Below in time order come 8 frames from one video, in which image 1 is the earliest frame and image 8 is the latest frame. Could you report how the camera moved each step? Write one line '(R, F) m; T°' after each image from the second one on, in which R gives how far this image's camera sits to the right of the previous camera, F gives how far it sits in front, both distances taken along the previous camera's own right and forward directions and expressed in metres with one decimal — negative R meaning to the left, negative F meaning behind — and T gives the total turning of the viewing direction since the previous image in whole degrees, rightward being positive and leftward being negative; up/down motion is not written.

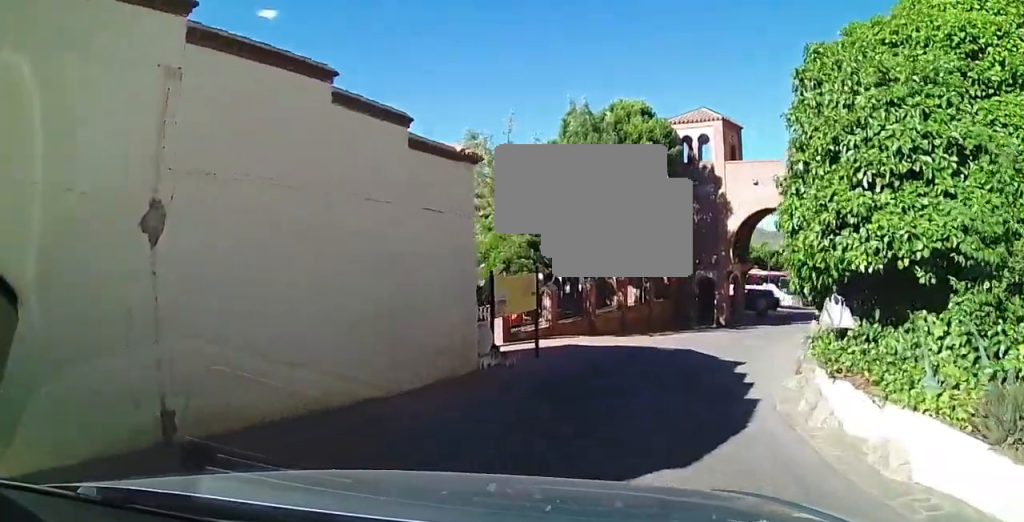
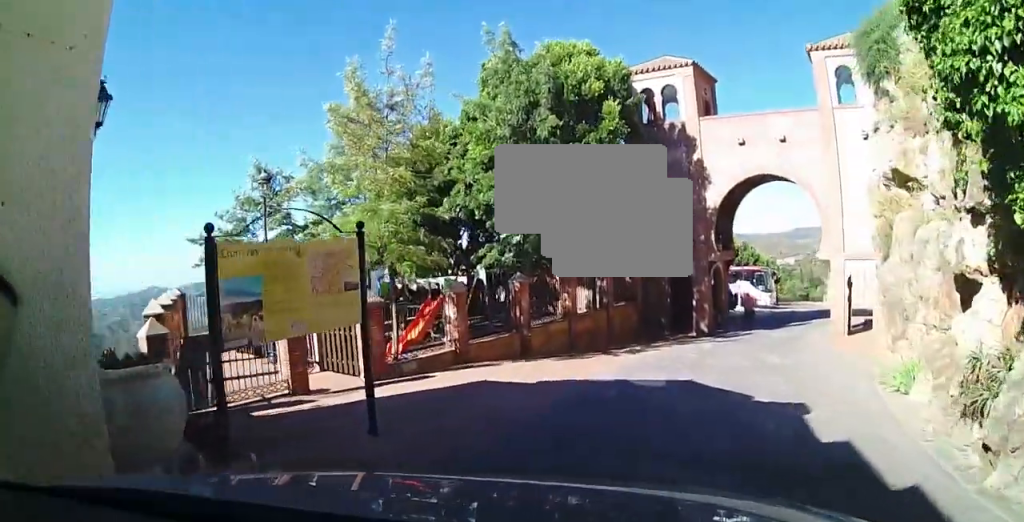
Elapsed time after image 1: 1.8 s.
(+0.3, +7.8) m; +2°
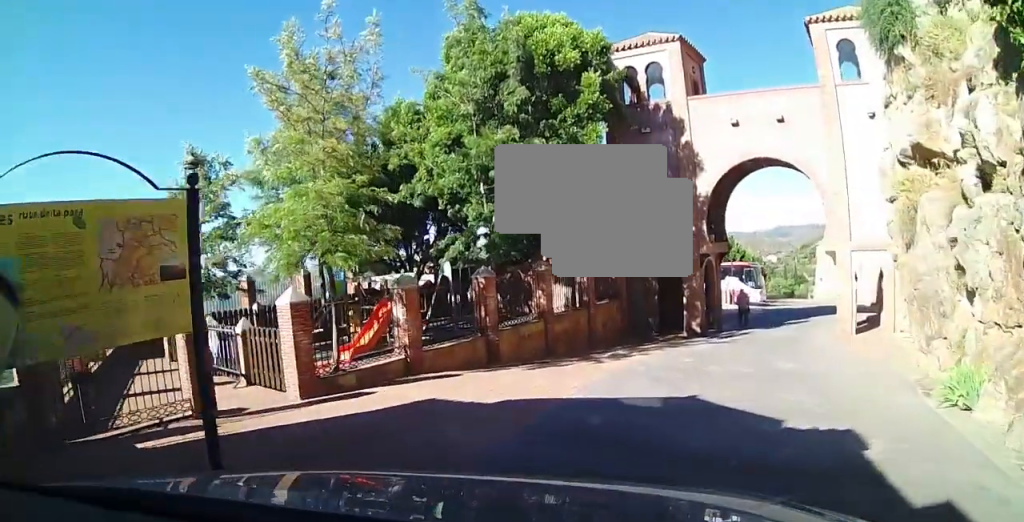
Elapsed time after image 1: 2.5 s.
(0.0, +2.9) m; -1°
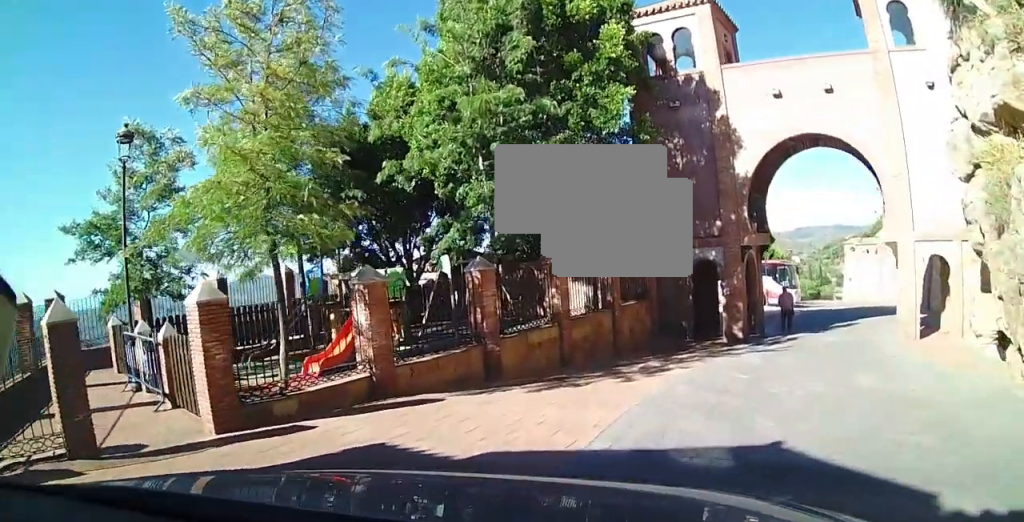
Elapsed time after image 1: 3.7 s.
(-0.1, +3.5) m; -2°
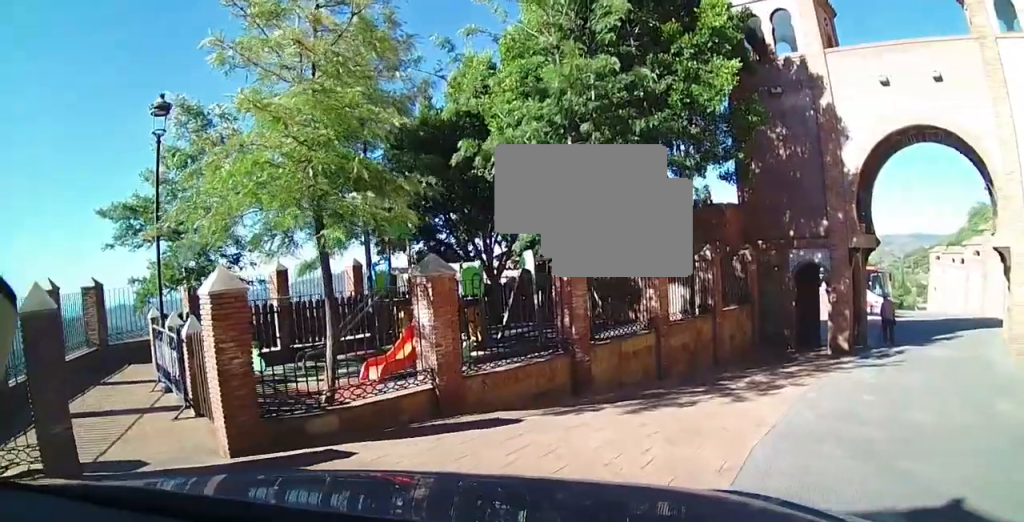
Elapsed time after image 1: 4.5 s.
(0.0, +1.8) m; 0°
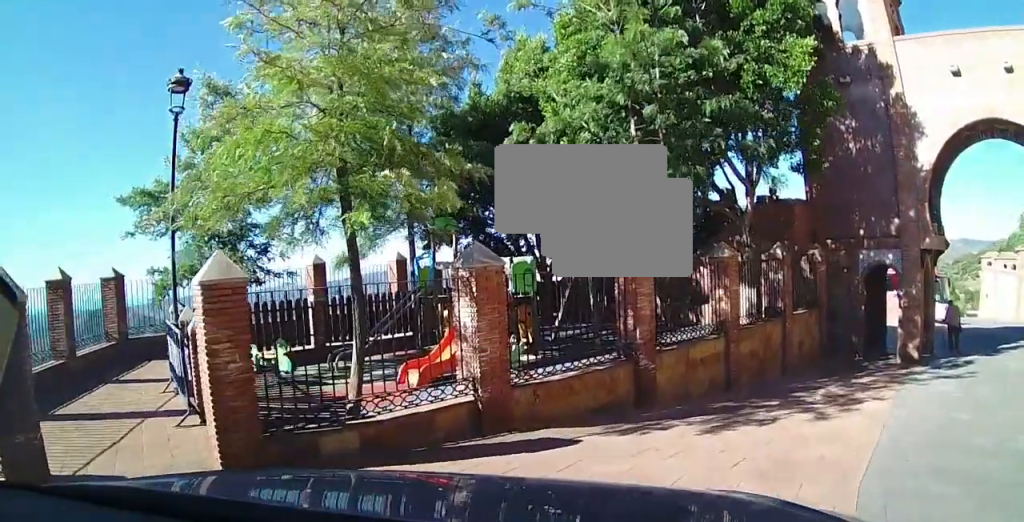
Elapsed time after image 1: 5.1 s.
(0.0, +1.0) m; 0°
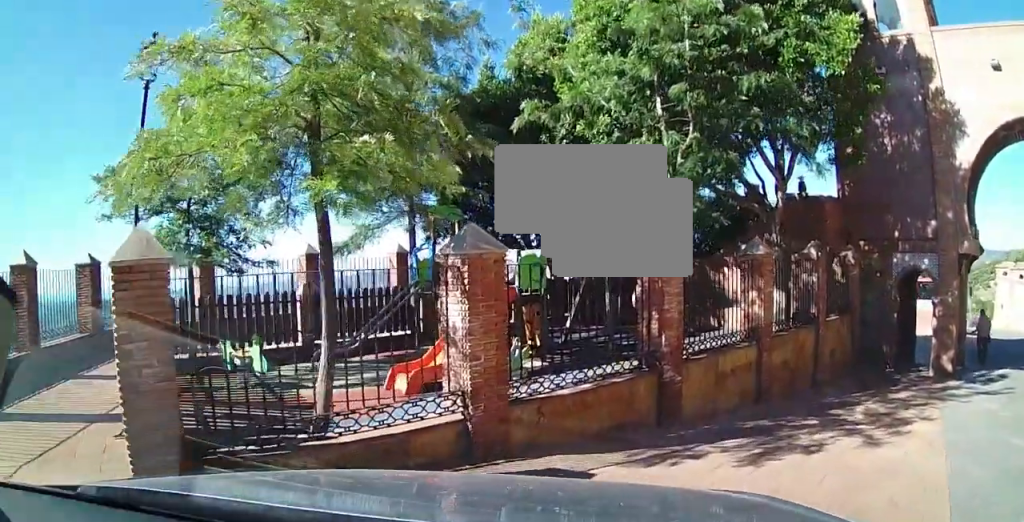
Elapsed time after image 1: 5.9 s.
(0.0, +1.2) m; 0°
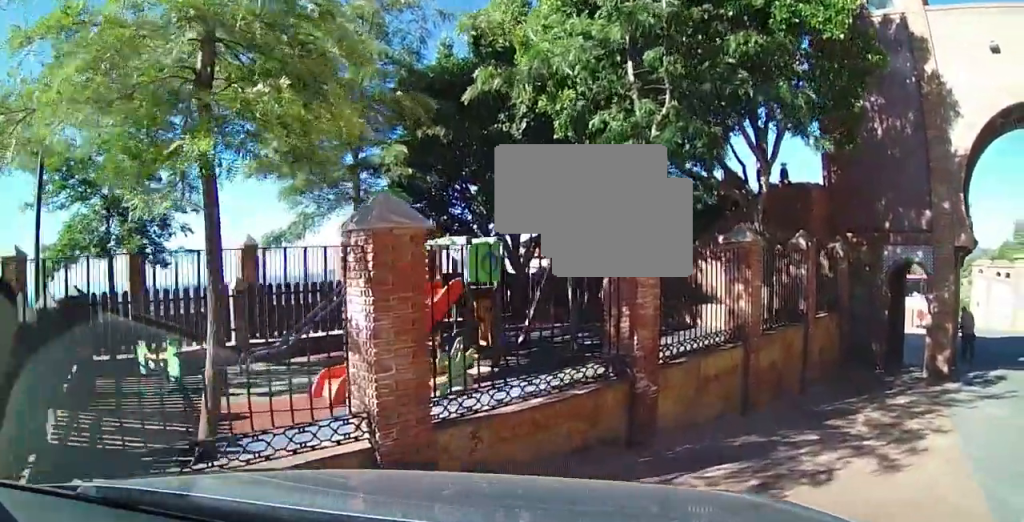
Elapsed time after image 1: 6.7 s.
(0.0, +1.2) m; +4°
